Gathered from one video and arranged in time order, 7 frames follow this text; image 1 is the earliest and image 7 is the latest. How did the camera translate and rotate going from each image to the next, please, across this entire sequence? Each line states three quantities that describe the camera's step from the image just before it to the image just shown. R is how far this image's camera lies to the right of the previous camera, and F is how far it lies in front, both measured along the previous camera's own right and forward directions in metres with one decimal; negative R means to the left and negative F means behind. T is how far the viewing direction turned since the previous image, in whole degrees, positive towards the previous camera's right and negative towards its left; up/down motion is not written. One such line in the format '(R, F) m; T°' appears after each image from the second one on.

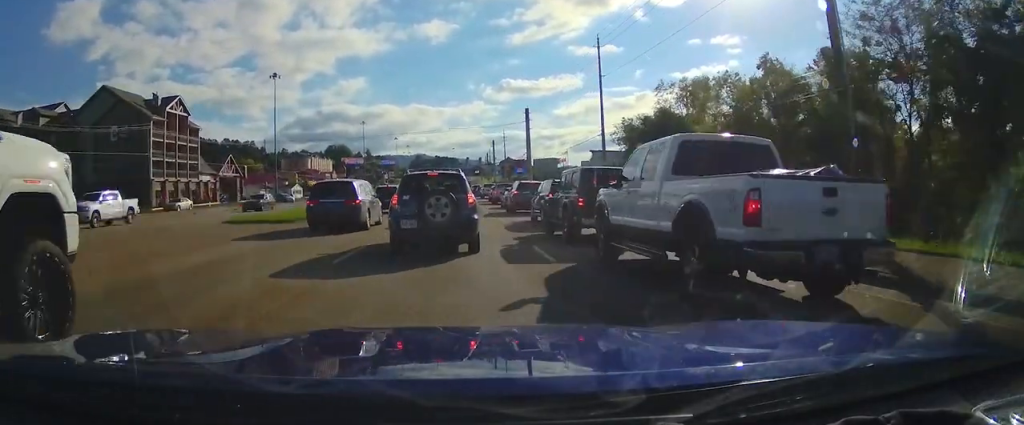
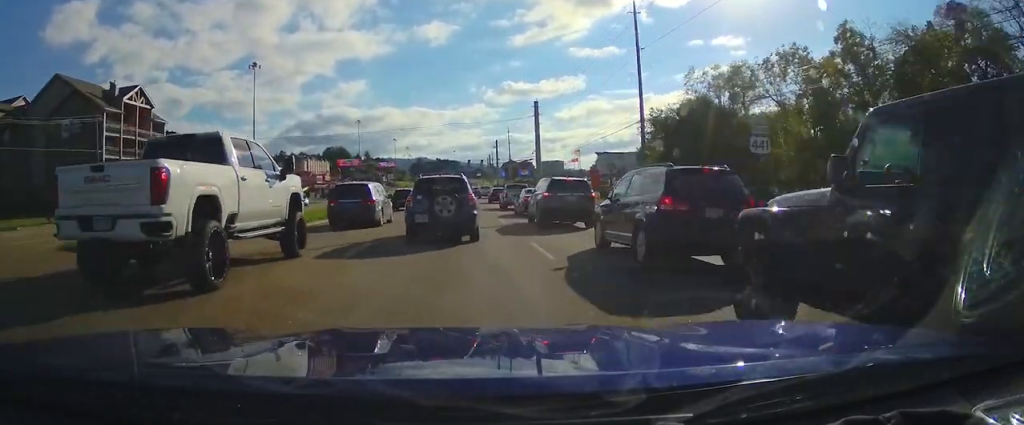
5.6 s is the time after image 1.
(-0.4, +17.4) m; -1°
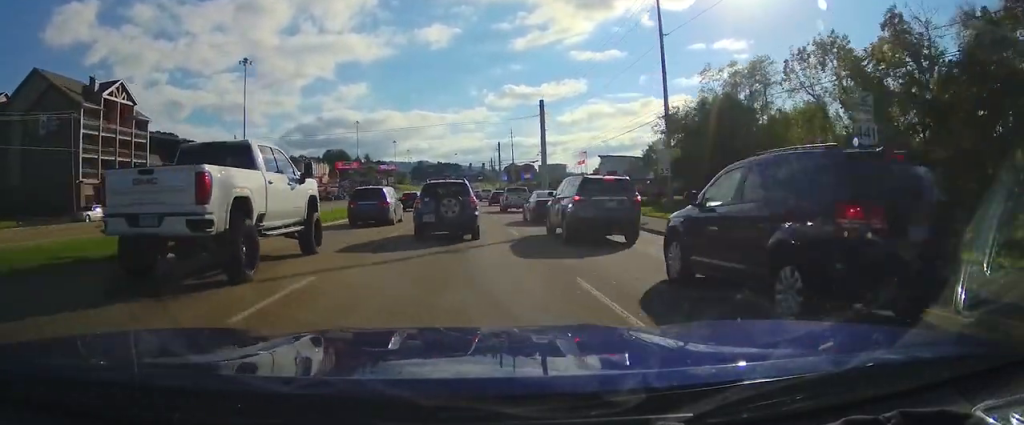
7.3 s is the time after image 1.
(0.0, +5.7) m; 0°
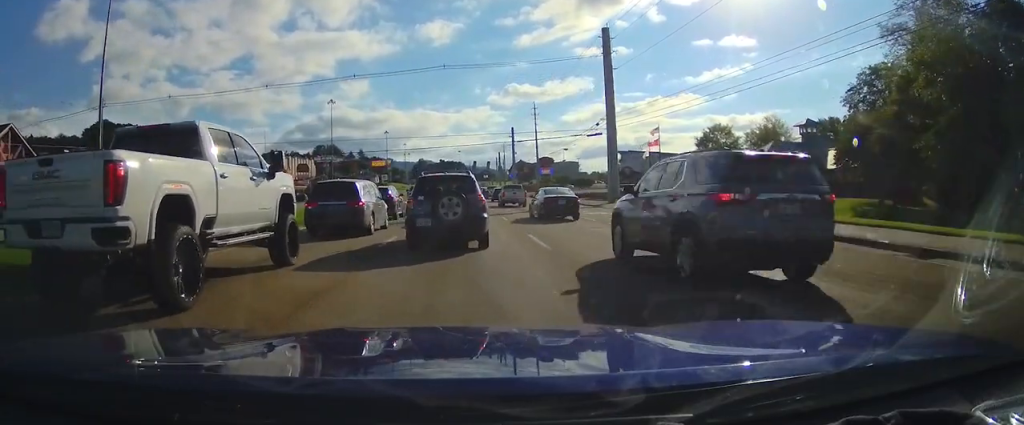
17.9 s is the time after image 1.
(0.0, +34.5) m; +1°
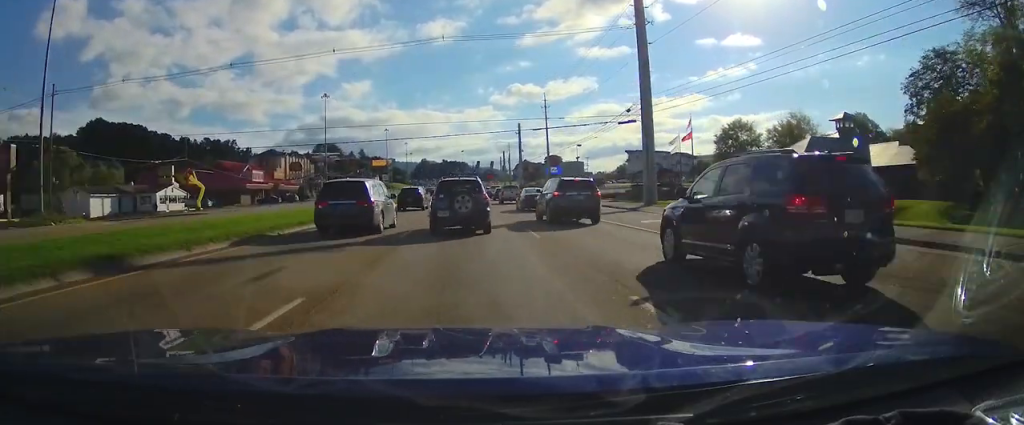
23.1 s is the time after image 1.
(+0.2, +15.7) m; +2°
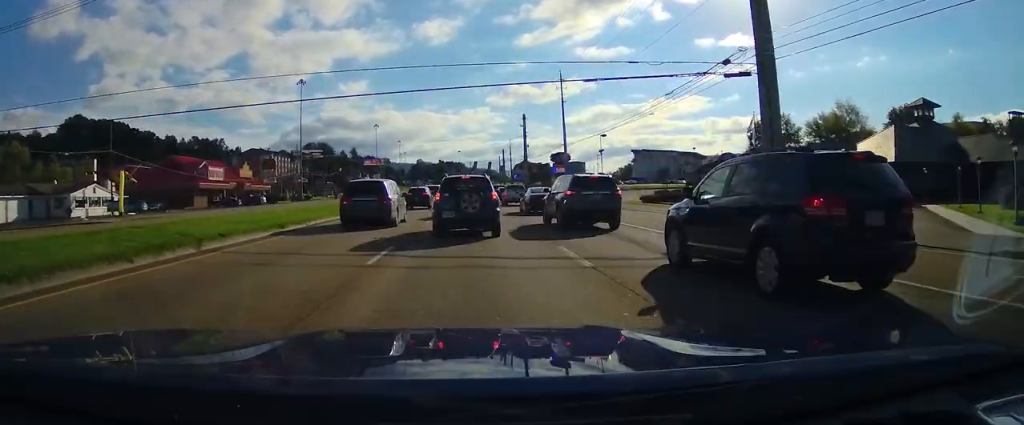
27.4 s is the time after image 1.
(+0.1, +12.5) m; -2°
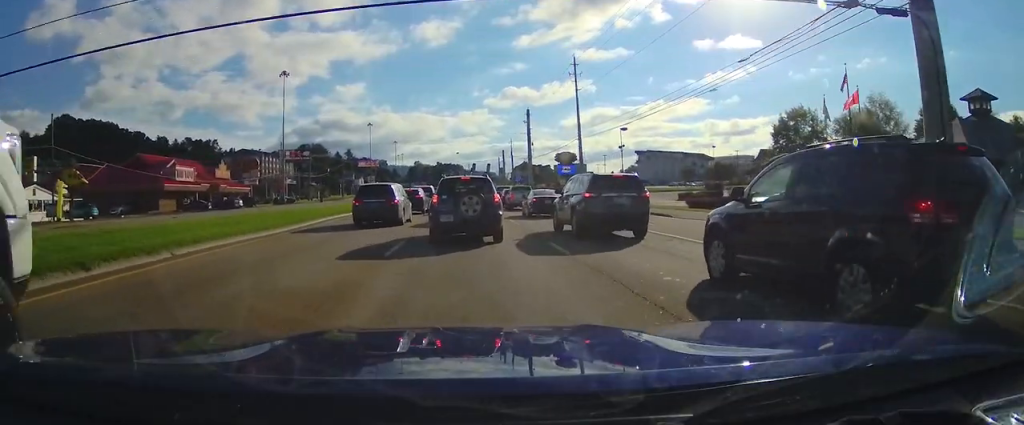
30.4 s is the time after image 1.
(-0.3, +7.3) m; -4°
